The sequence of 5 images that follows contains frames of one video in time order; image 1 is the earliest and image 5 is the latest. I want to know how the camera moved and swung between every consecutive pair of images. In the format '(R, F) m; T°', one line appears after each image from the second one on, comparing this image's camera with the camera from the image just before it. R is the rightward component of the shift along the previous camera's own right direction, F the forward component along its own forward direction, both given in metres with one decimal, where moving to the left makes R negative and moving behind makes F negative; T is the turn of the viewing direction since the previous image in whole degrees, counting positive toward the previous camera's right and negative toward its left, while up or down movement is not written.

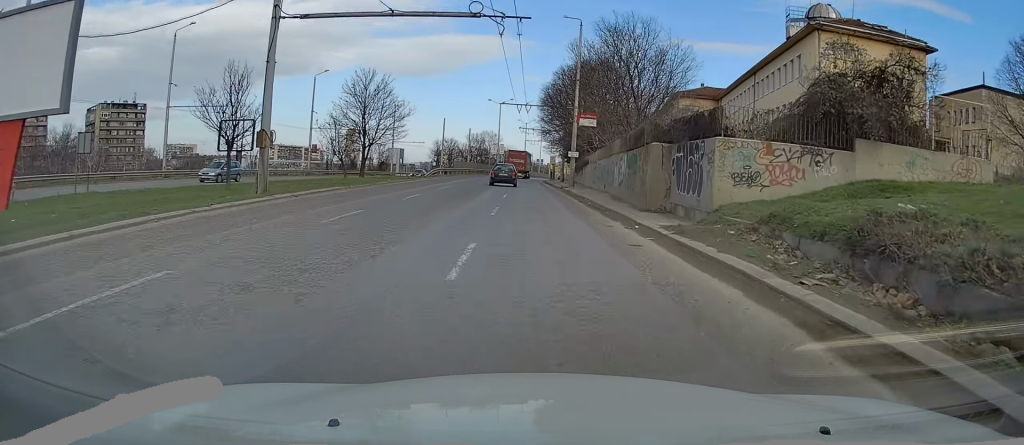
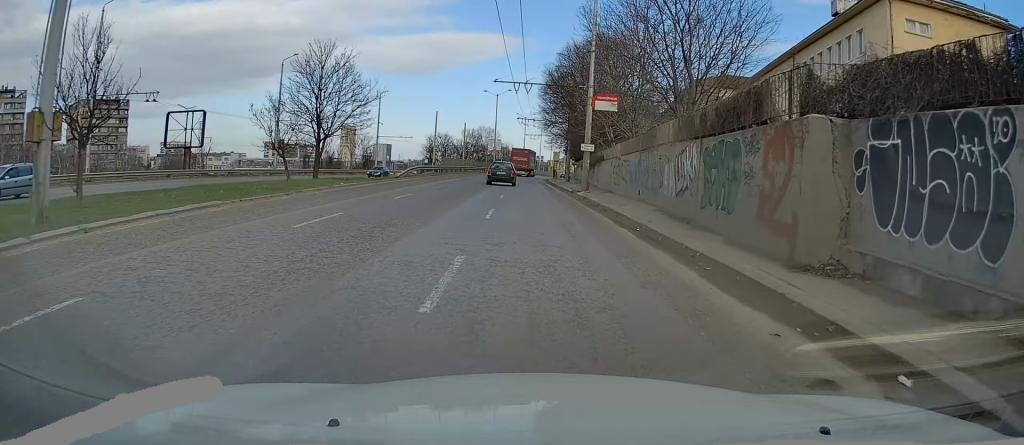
(0.0, +10.6) m; 0°
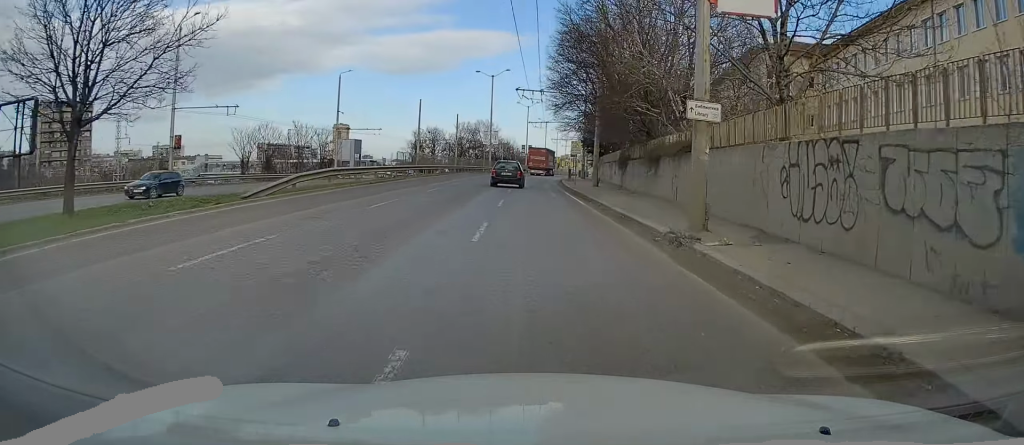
(-0.1, +22.3) m; 0°
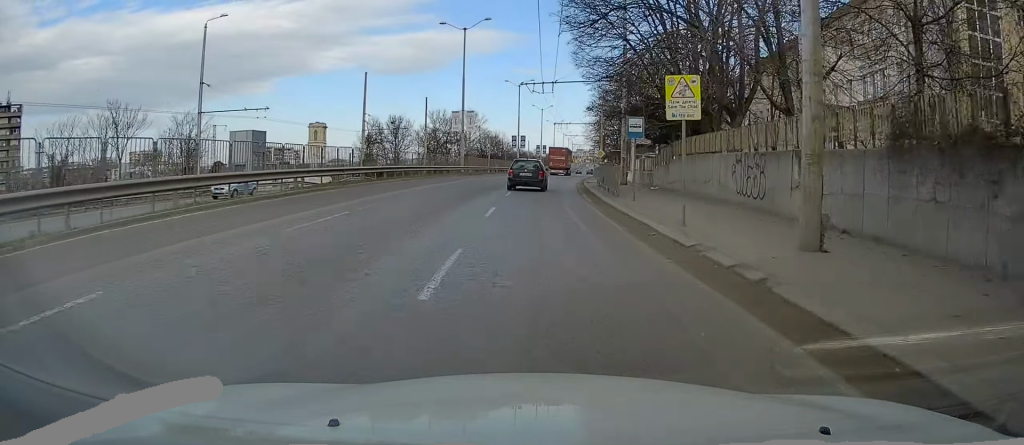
(-0.1, +31.7) m; +1°
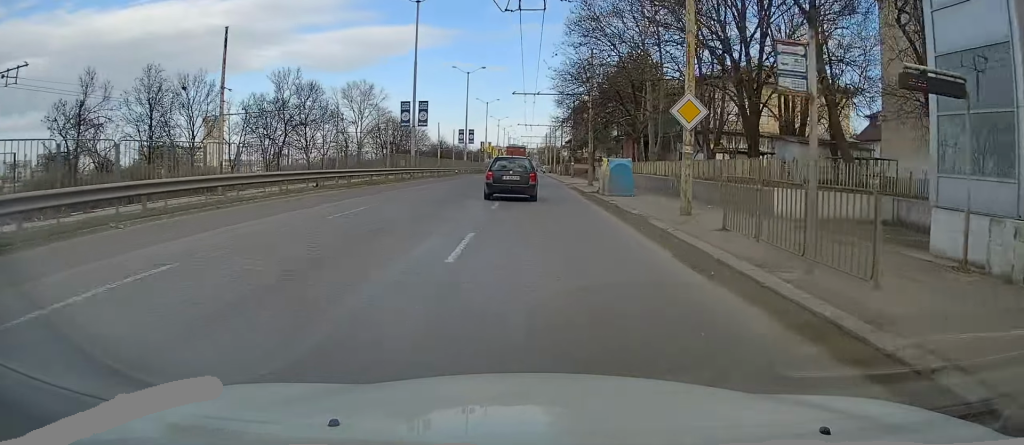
(+2.1, +51.9) m; +5°
